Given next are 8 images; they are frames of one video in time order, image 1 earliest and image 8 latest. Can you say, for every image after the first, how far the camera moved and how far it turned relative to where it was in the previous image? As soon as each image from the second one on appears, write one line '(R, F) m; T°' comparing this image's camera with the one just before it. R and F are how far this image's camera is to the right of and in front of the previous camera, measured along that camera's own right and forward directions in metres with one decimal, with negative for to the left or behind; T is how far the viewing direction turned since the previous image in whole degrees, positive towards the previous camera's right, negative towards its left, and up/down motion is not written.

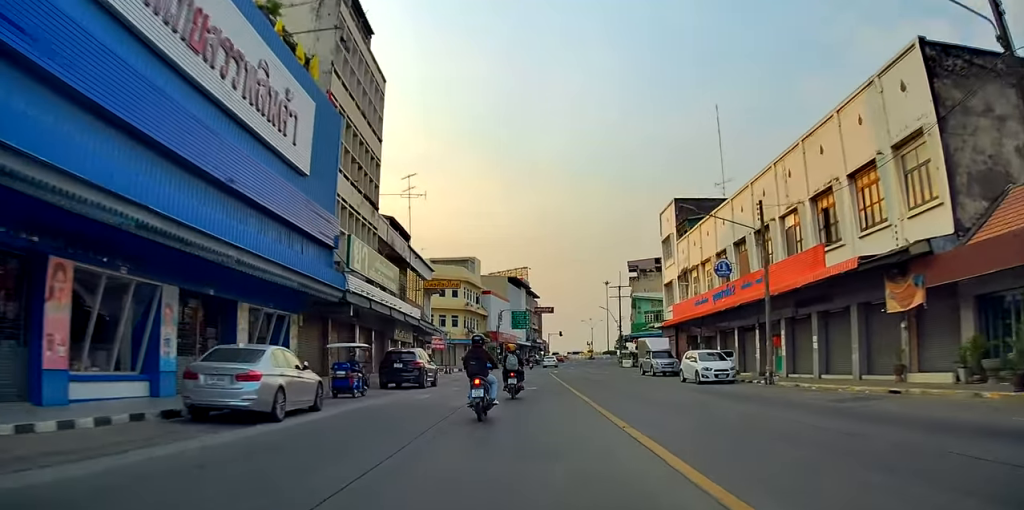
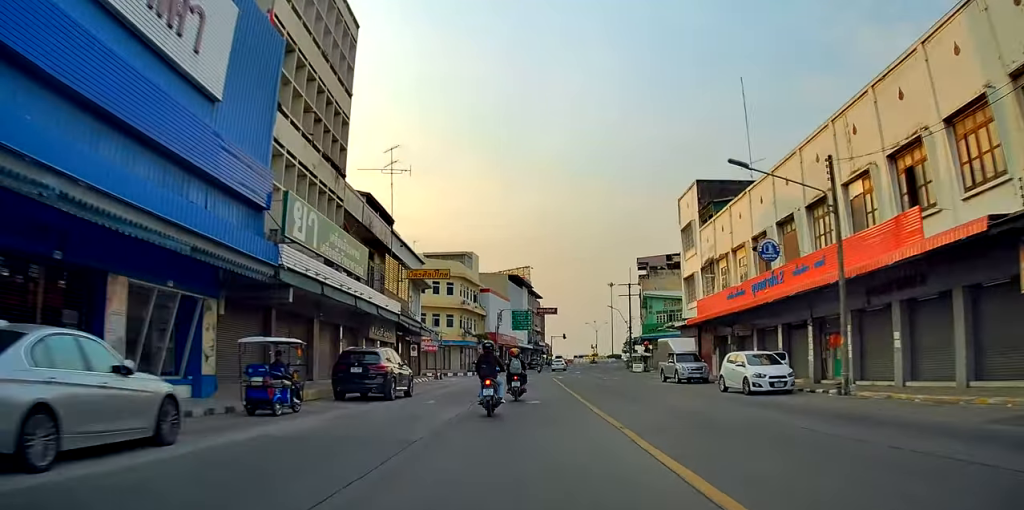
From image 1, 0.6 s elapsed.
(-0.4, +6.4) m; -2°
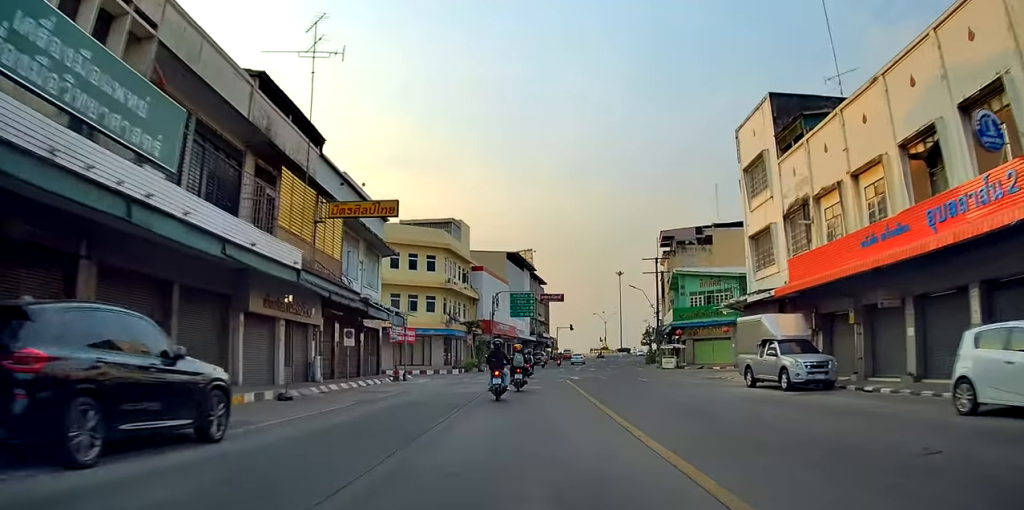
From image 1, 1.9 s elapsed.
(-0.4, +15.0) m; -2°
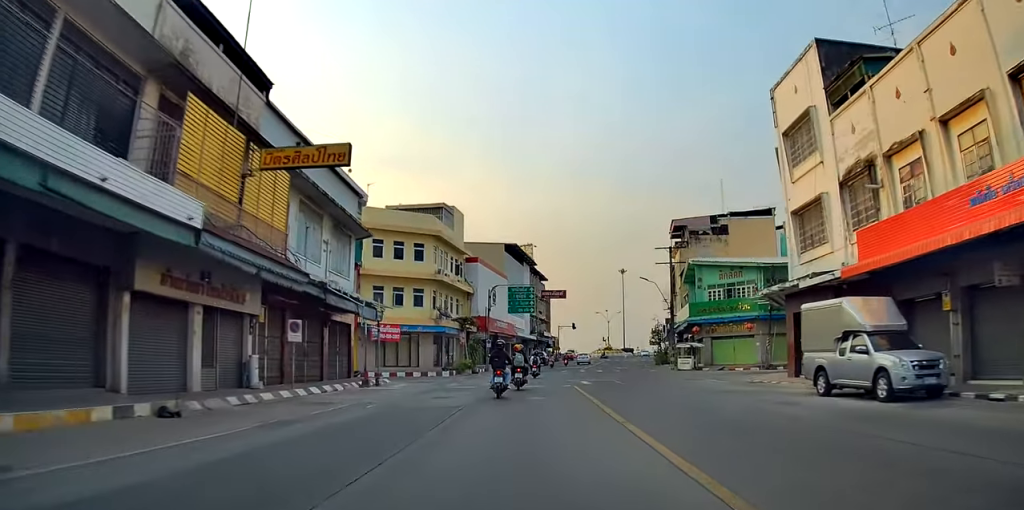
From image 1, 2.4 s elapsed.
(0.0, +6.0) m; 0°
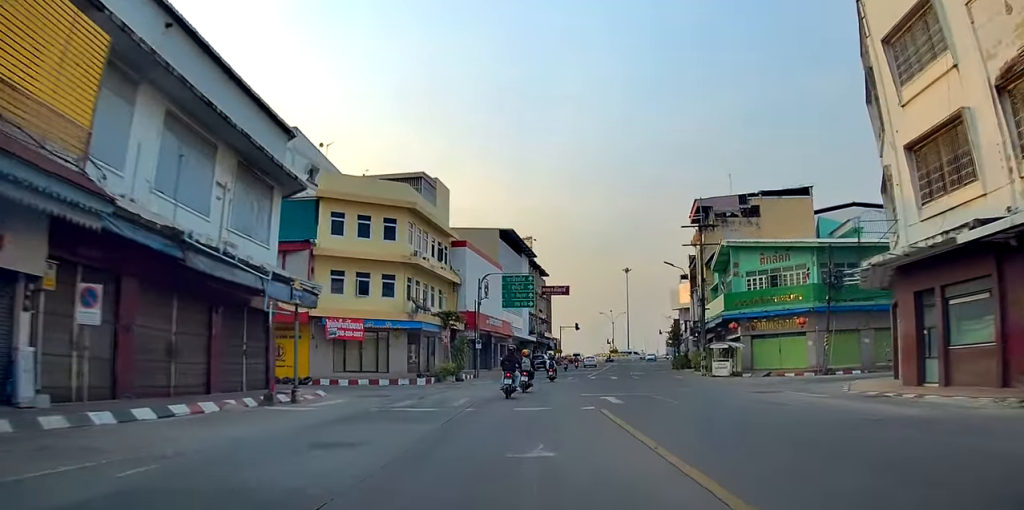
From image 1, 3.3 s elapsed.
(0.0, +10.0) m; 0°
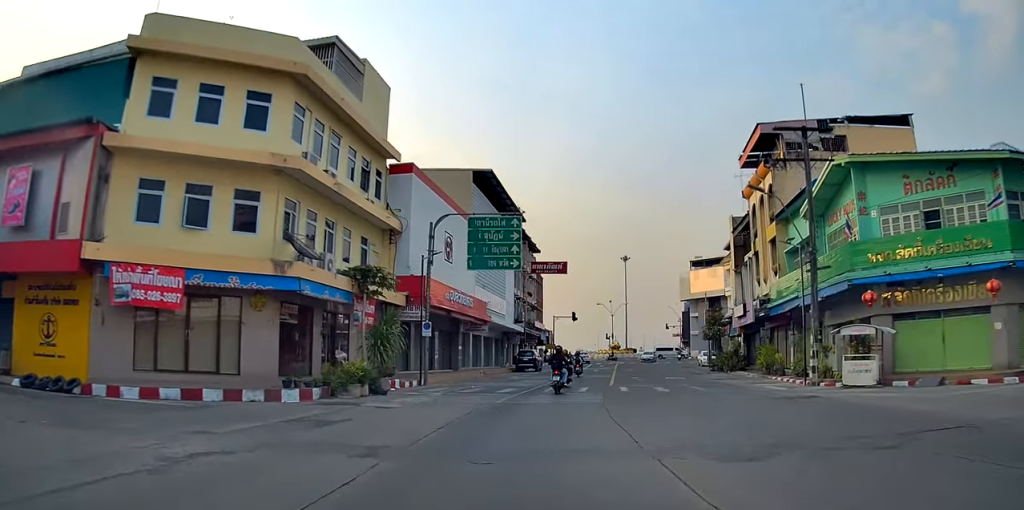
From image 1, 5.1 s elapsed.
(+0.3, +19.5) m; +4°
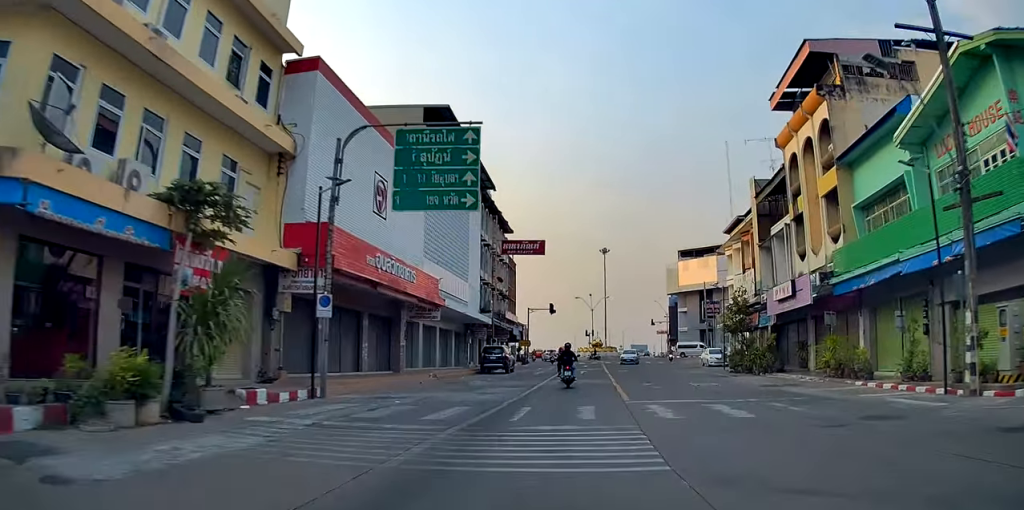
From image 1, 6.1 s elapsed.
(+0.5, +11.4) m; 0°
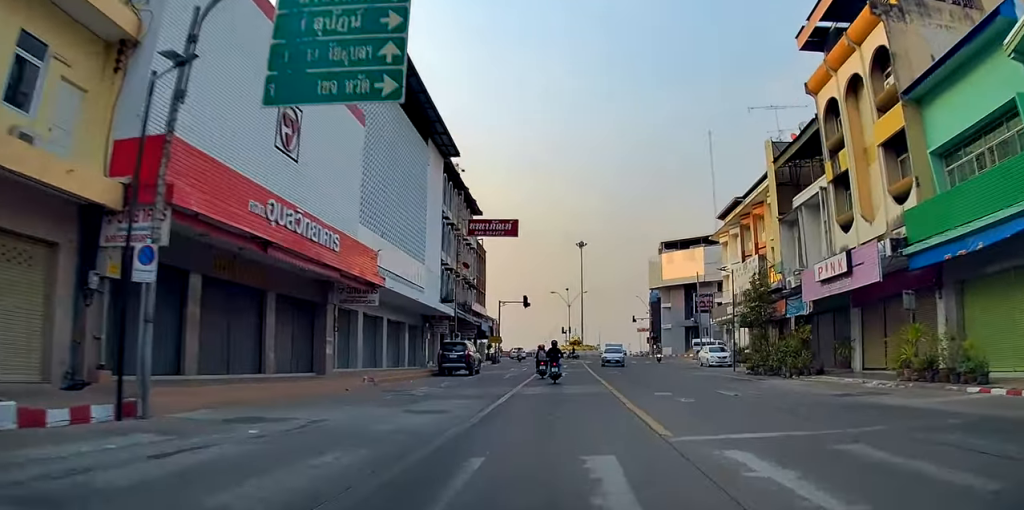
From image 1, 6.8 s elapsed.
(-0.6, +7.8) m; 0°
